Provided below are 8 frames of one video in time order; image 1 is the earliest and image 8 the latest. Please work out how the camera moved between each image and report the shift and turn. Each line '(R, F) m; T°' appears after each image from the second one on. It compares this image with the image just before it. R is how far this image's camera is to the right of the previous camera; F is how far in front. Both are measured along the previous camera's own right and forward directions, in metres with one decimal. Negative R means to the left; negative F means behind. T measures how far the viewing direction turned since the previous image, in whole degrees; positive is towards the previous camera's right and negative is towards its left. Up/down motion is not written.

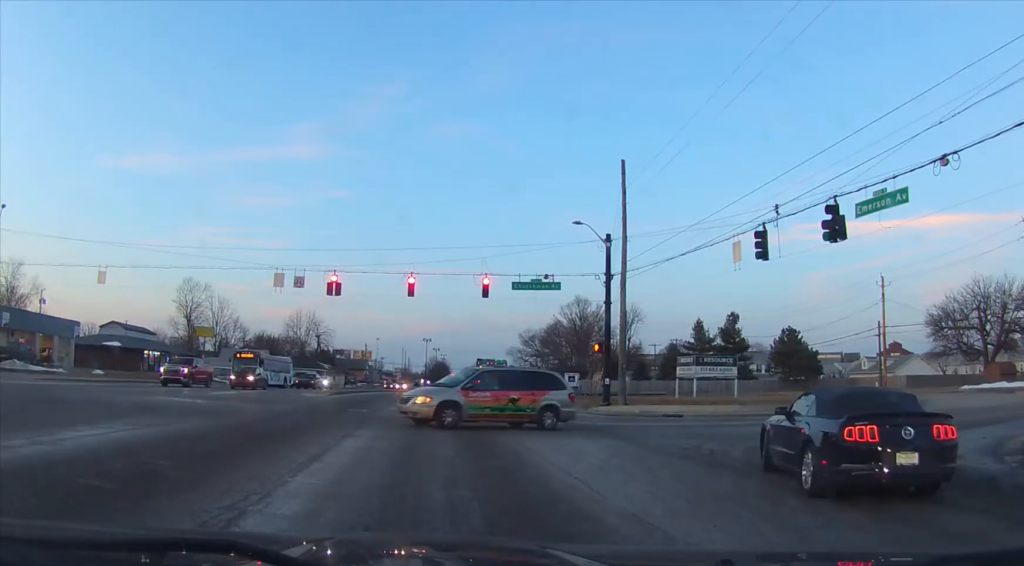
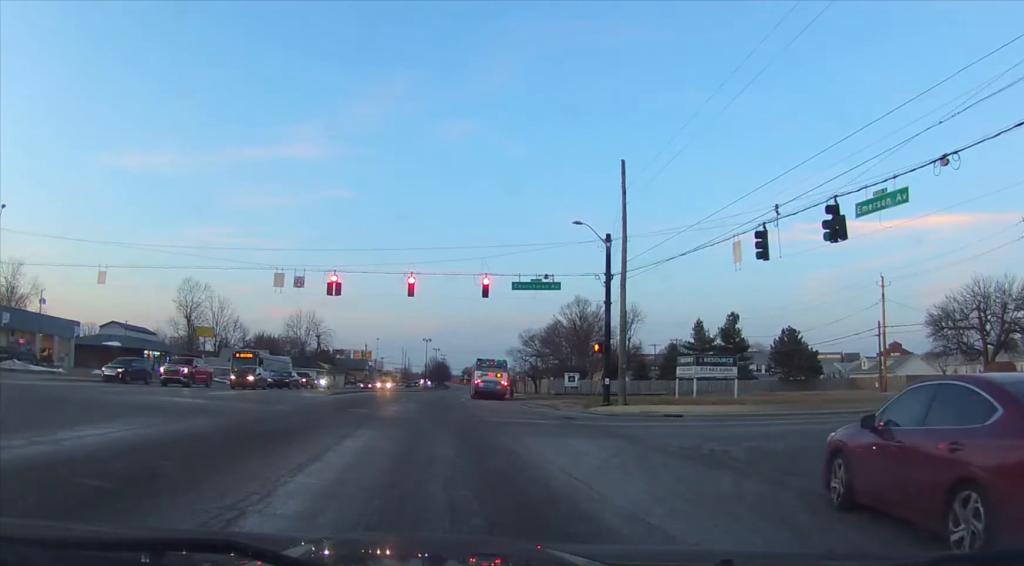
(0.0, 0.0) m; 0°
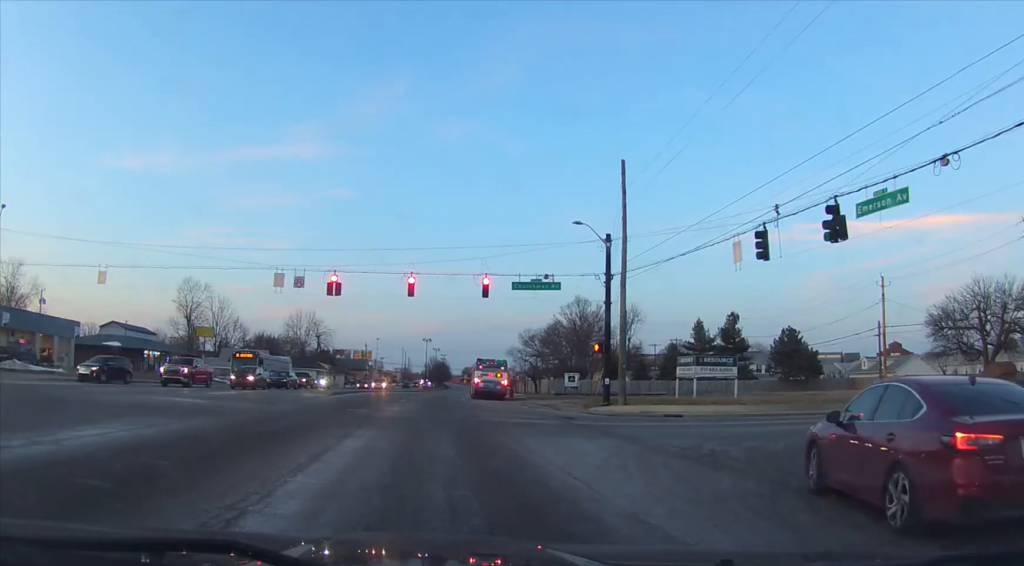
(0.0, 0.0) m; 0°
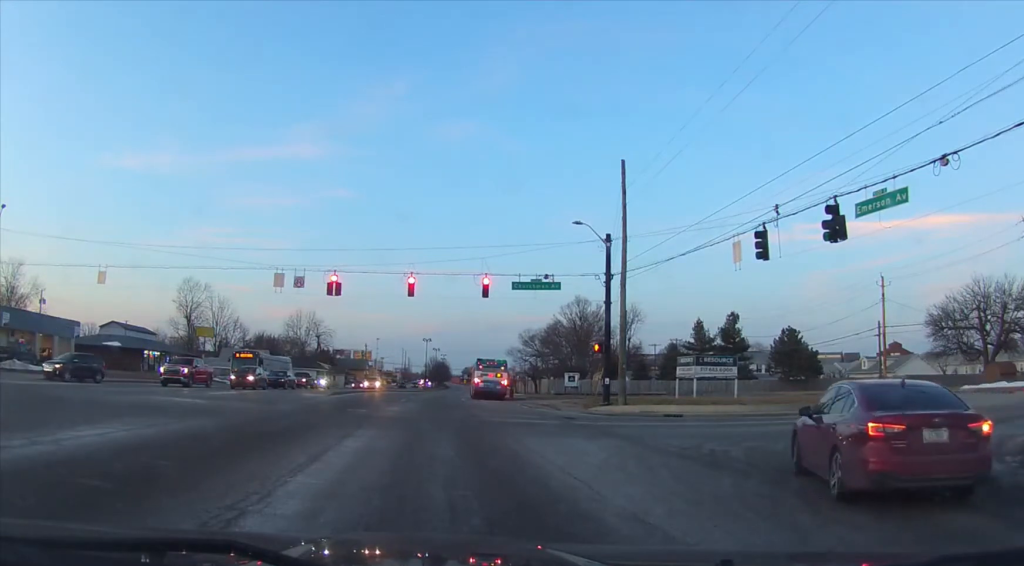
(0.0, 0.0) m; 0°
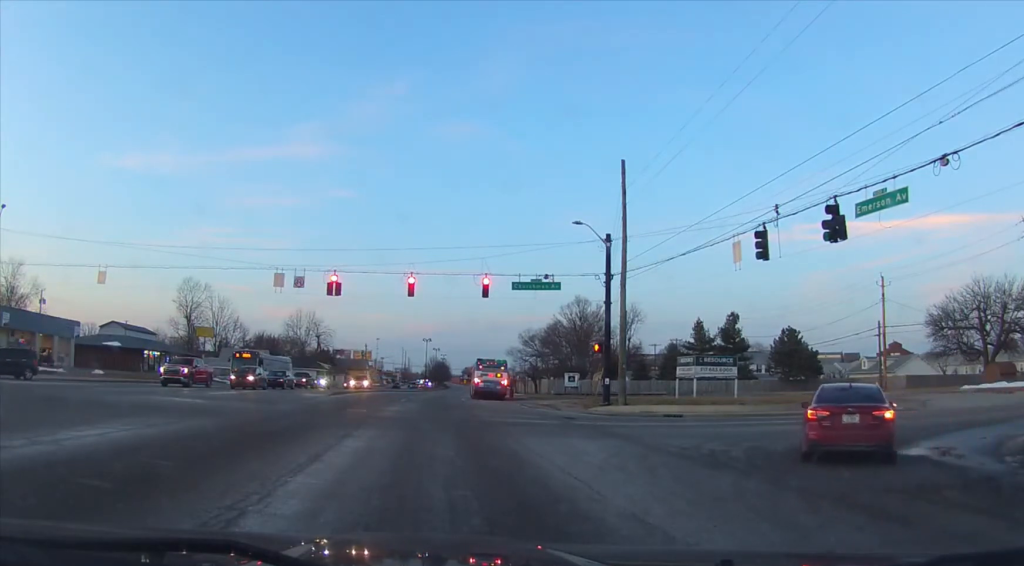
(0.0, 0.0) m; 0°
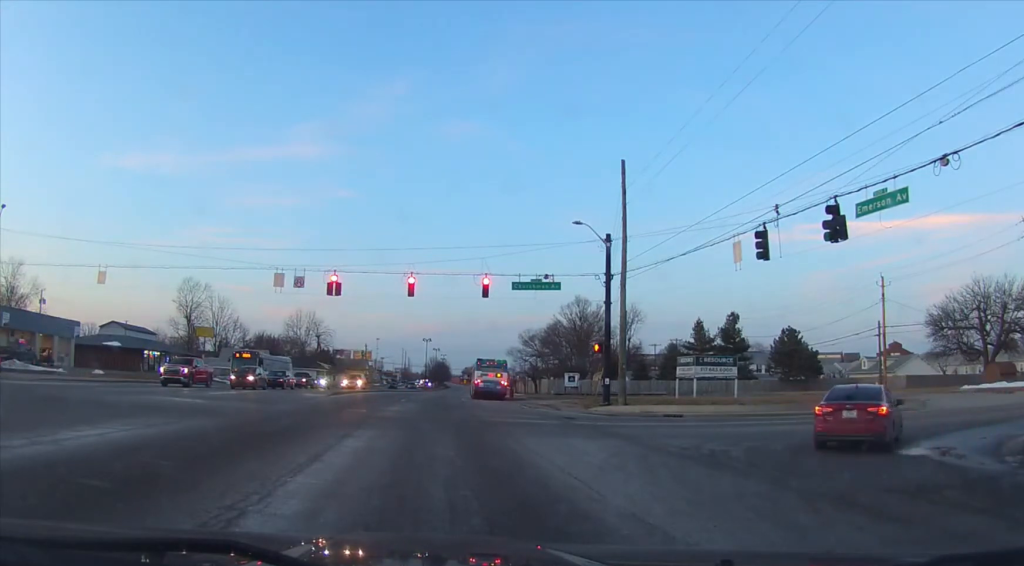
(0.0, 0.0) m; 0°
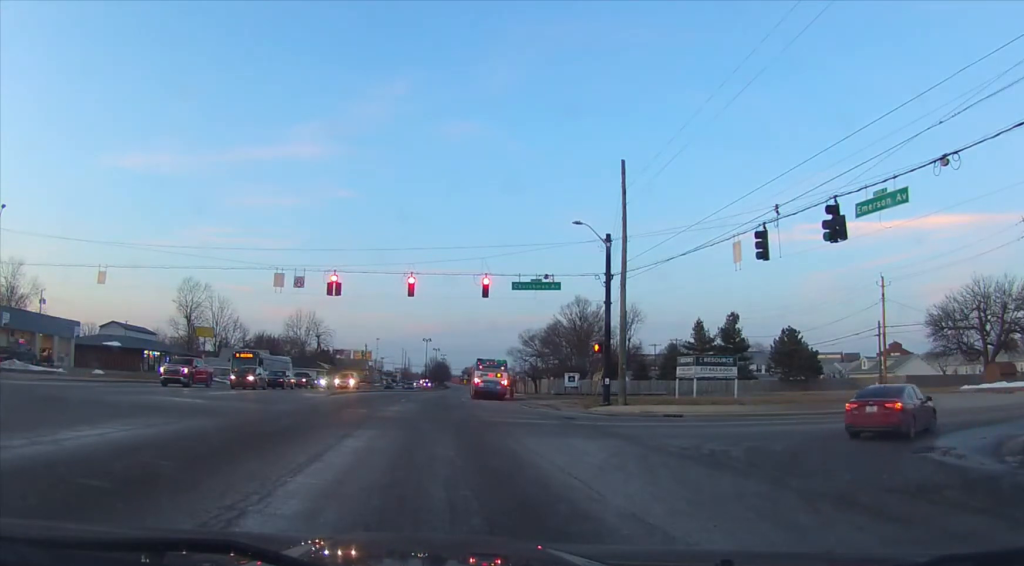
(0.0, 0.0) m; 0°
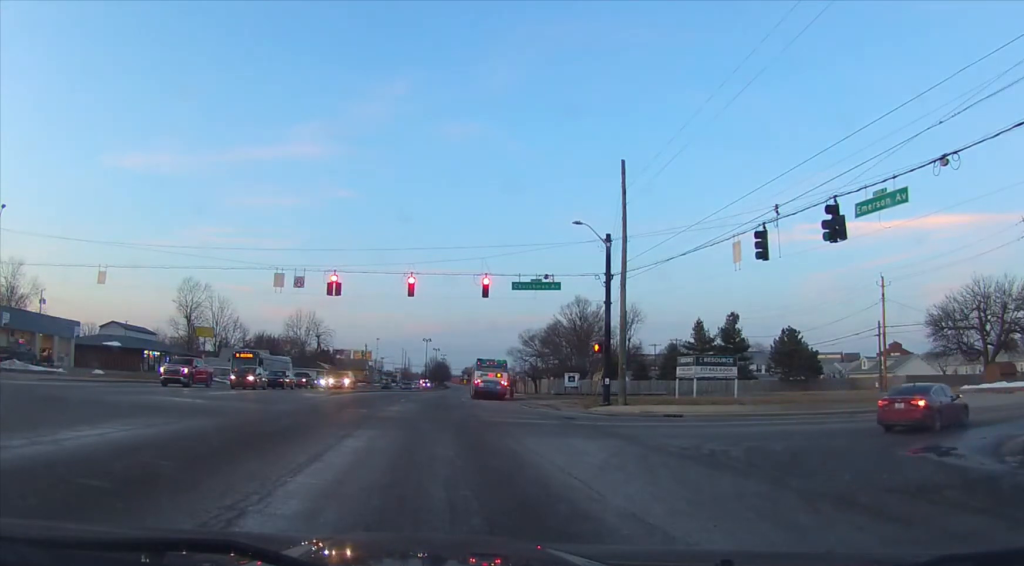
(0.0, 0.0) m; 0°
